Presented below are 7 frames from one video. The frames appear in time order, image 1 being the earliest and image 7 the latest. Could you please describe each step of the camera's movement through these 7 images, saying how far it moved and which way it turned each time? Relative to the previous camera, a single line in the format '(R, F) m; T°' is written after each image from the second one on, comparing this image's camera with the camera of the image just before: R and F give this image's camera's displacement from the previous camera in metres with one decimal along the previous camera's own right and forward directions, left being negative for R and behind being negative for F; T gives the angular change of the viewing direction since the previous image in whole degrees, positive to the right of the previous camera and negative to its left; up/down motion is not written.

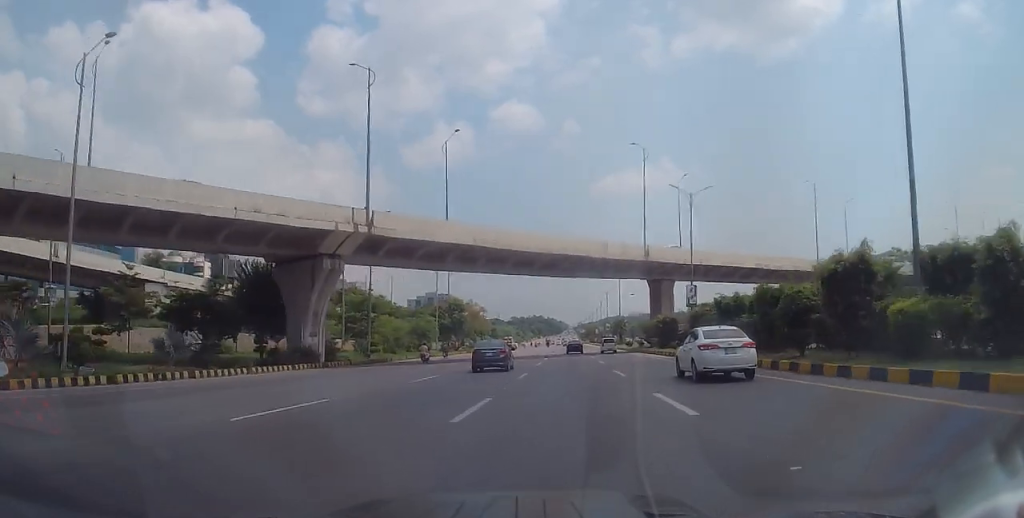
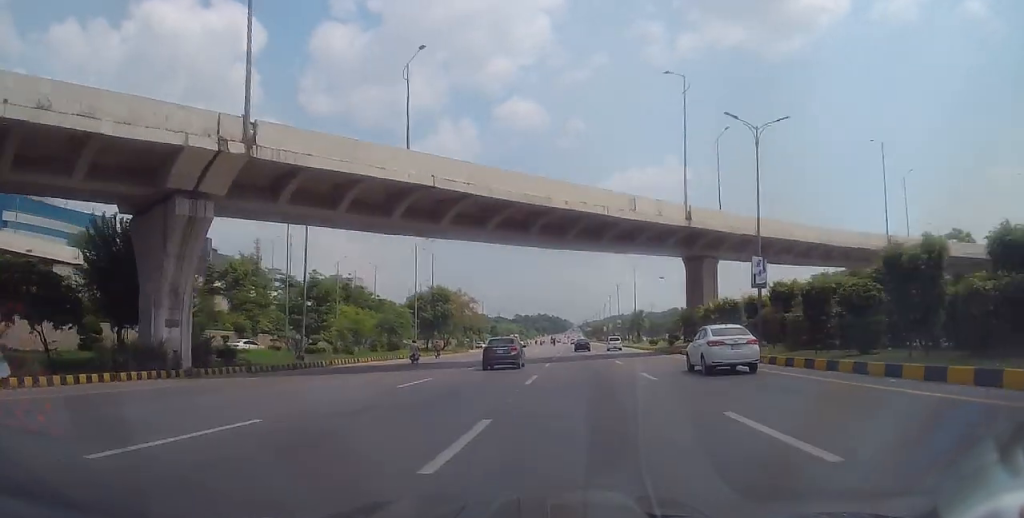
(-0.2, +16.7) m; +1°
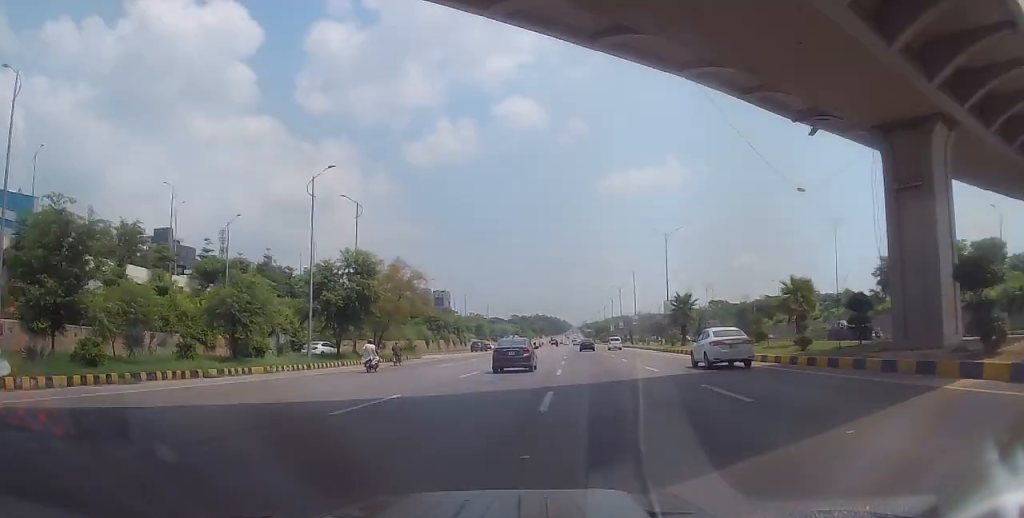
(+0.7, +31.8) m; +1°
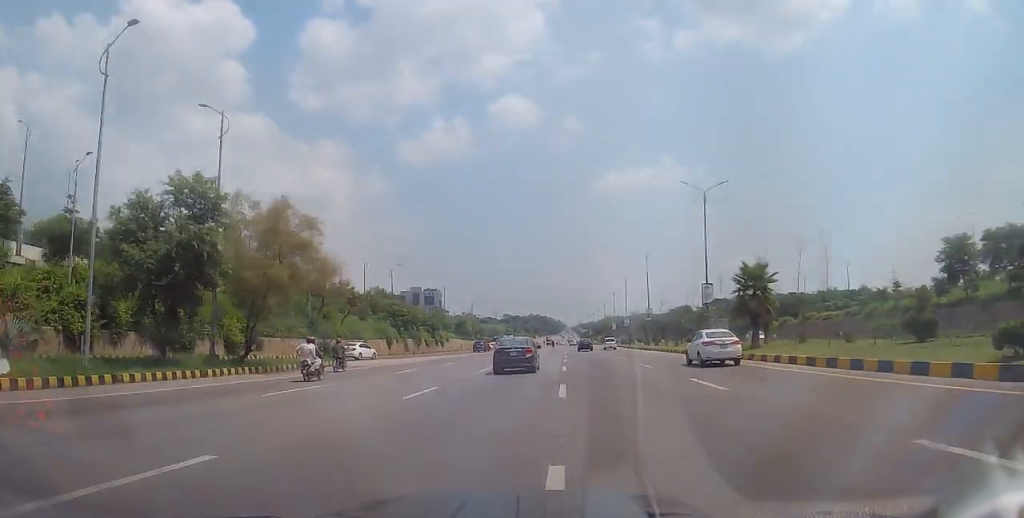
(-0.3, +21.6) m; 0°
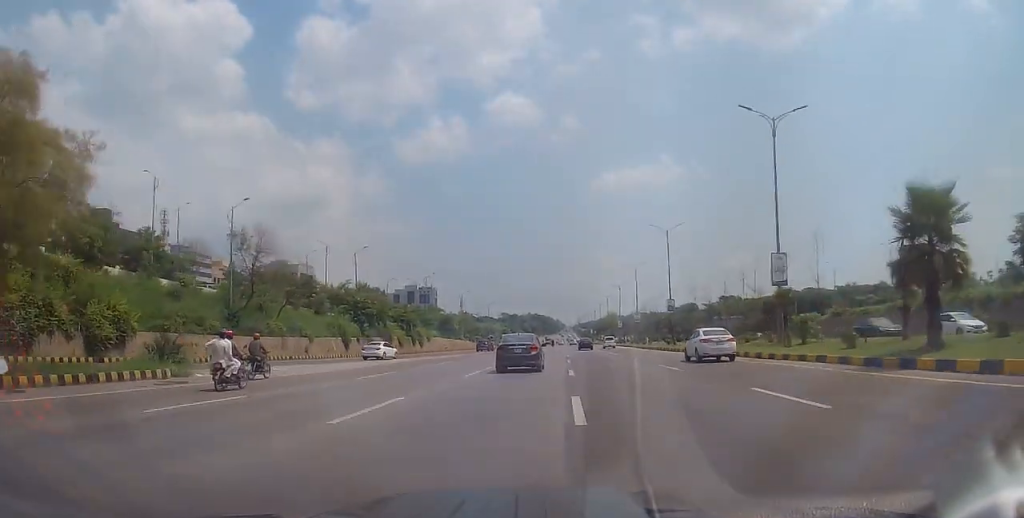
(+0.3, +17.4) m; 0°
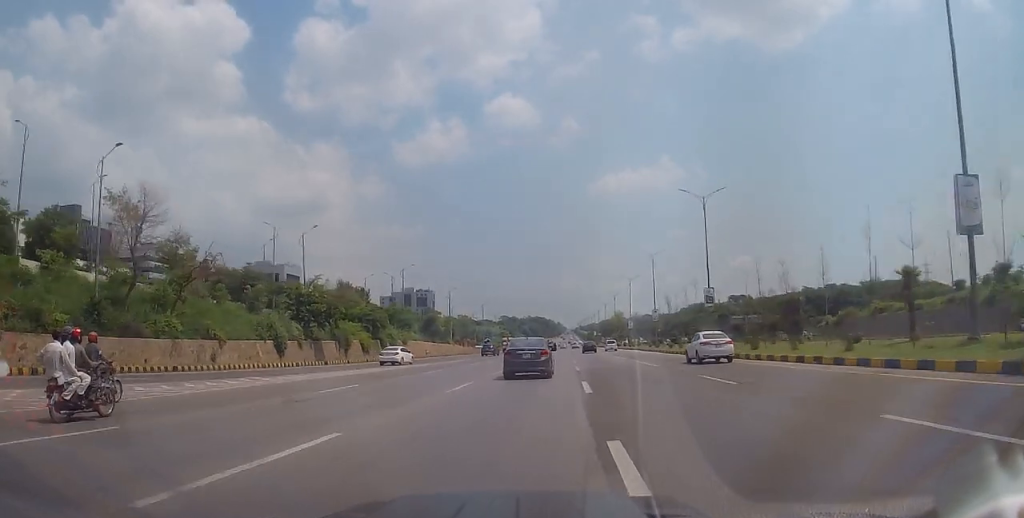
(0.0, +17.5) m; 0°
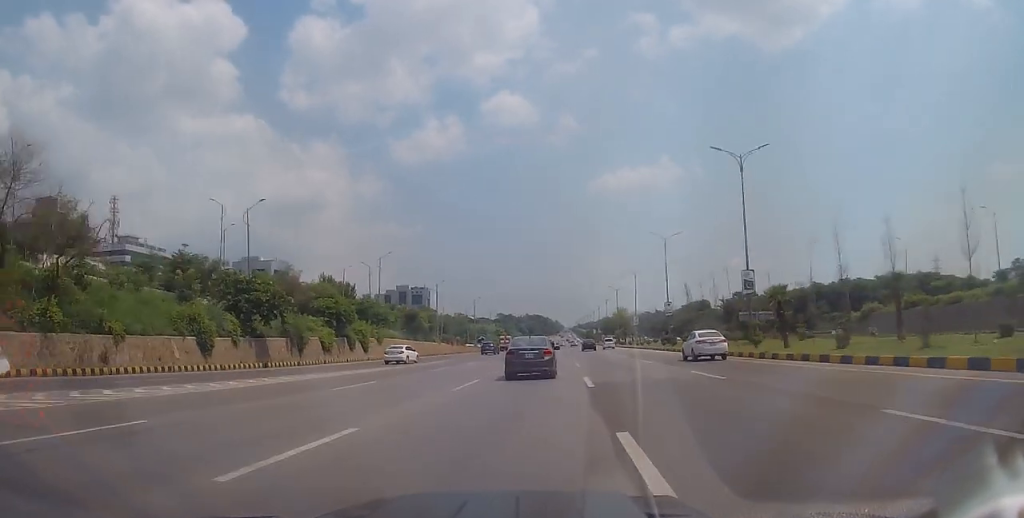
(-0.3, +11.6) m; 0°
